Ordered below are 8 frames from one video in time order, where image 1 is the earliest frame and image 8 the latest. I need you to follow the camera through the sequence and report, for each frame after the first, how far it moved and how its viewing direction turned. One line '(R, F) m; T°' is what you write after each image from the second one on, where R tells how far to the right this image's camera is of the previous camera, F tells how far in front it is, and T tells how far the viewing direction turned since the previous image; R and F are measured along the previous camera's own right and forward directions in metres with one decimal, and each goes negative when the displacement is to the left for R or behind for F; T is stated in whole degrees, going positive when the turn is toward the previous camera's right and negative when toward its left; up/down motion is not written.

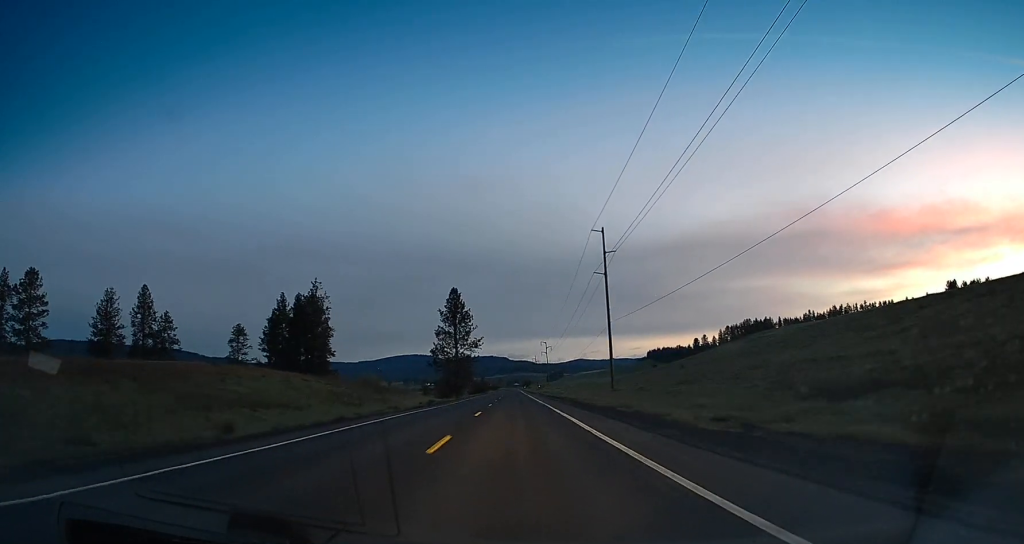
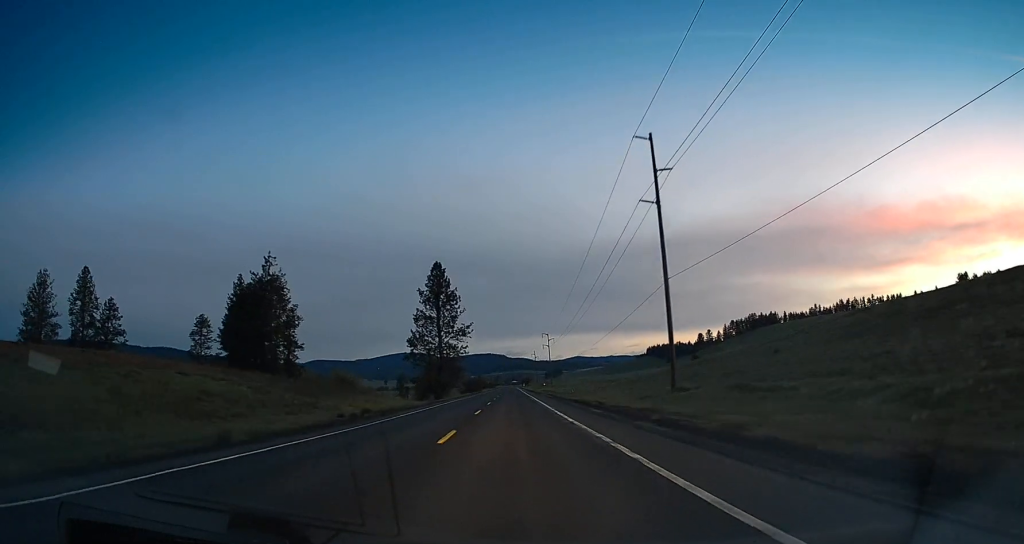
(-0.2, +27.7) m; +1°
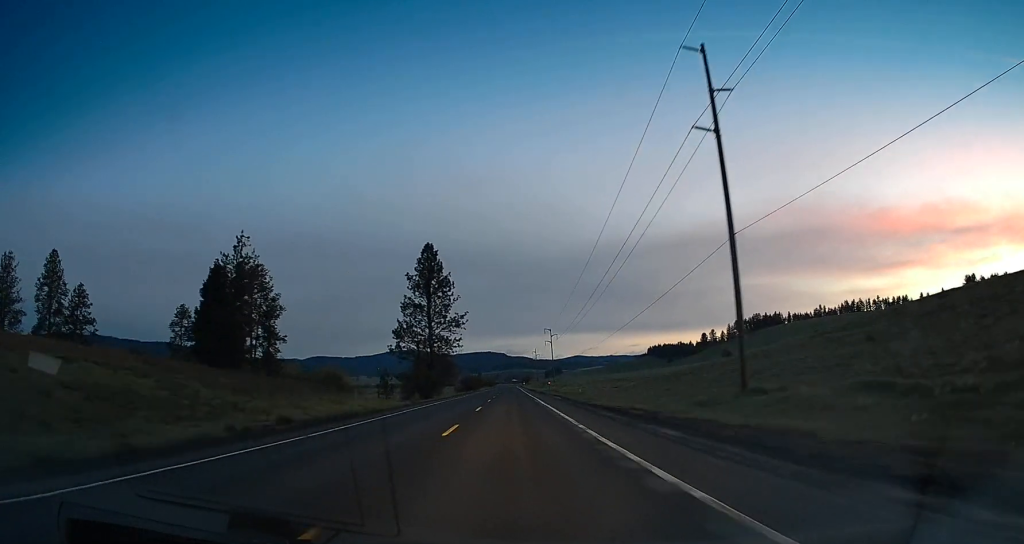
(+0.1, +13.4) m; 0°
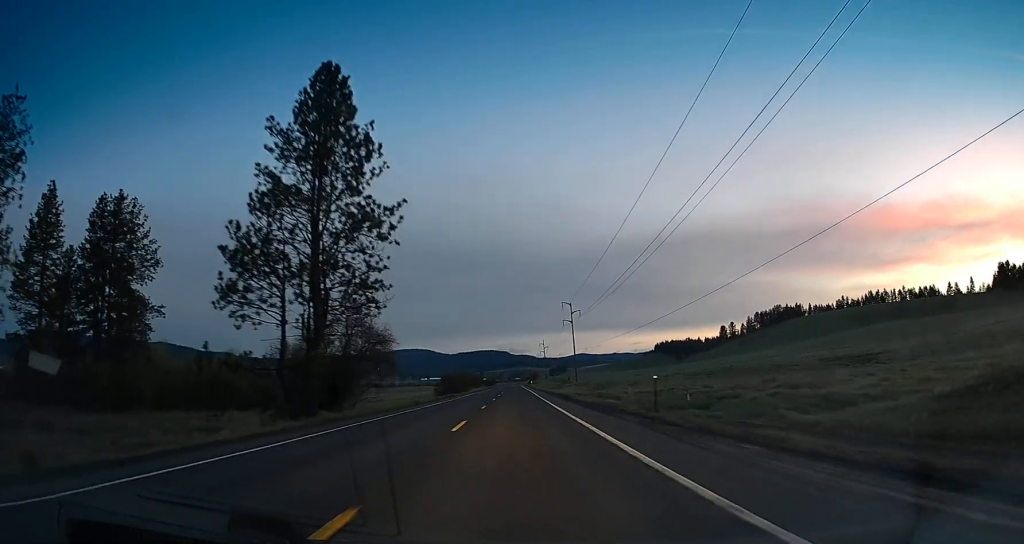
(-0.3, +58.8) m; 0°
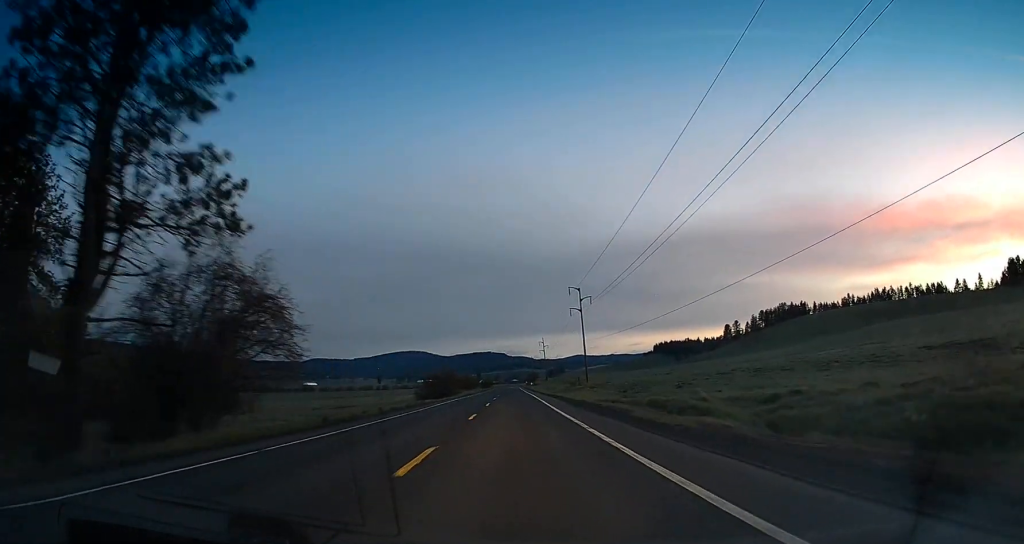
(+0.2, +23.1) m; 0°
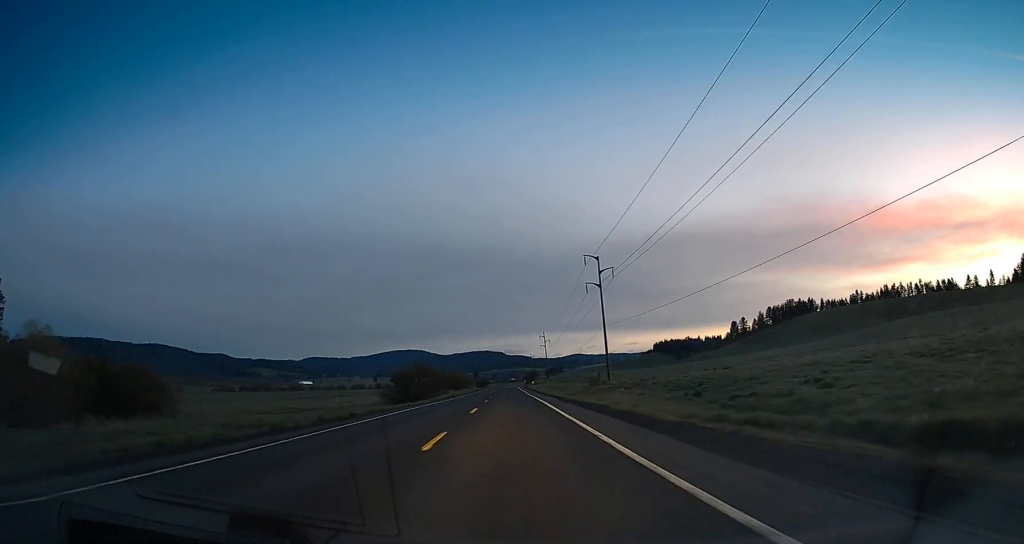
(-0.4, +26.7) m; 0°
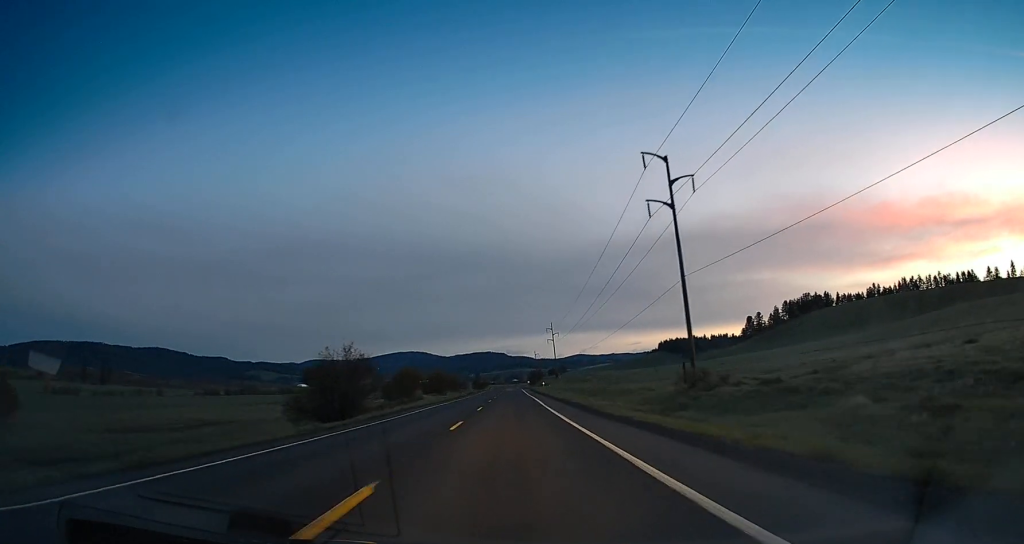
(+0.6, +38.3) m; +1°
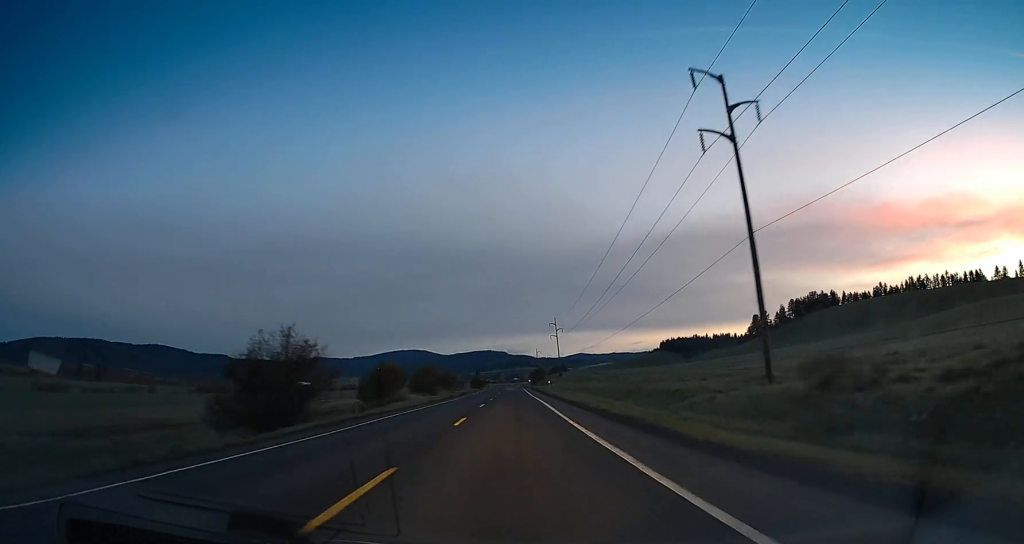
(0.0, +13.4) m; 0°
